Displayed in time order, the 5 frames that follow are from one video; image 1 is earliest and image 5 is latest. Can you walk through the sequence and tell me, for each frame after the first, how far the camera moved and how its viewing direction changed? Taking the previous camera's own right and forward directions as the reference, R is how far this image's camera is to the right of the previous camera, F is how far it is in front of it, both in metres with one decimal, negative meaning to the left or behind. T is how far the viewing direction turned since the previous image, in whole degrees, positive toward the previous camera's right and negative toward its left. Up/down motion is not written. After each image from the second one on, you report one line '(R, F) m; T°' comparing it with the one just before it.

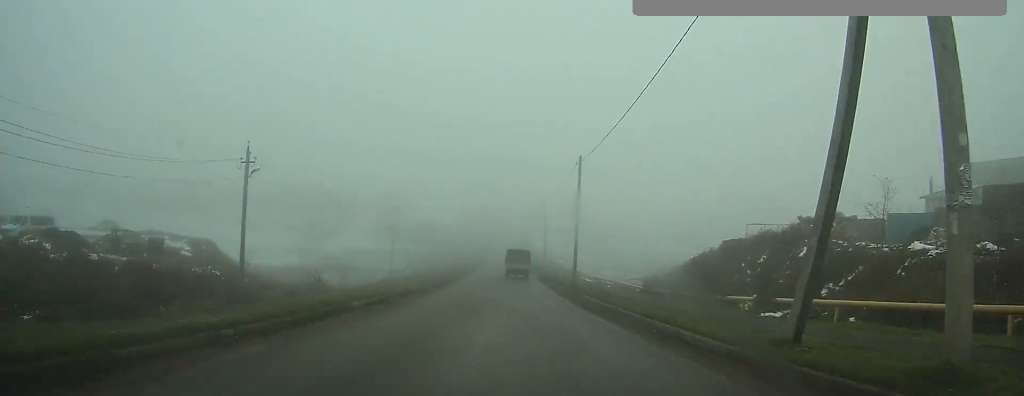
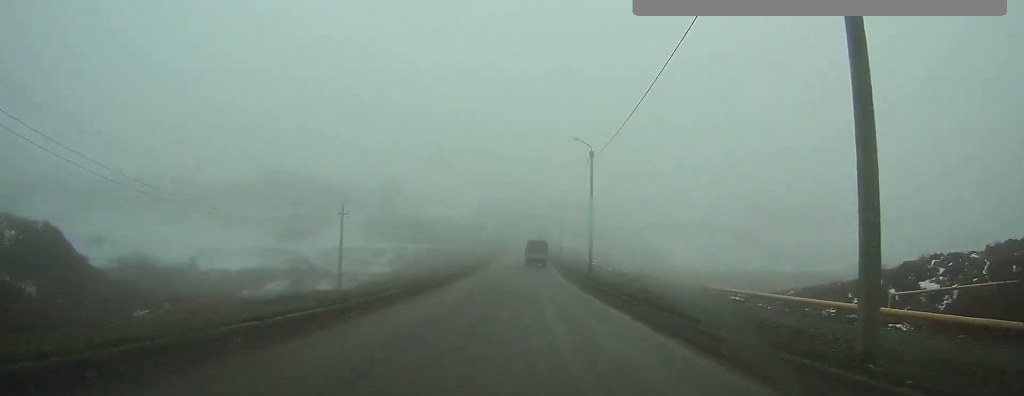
(-2.1, +31.7) m; -4°
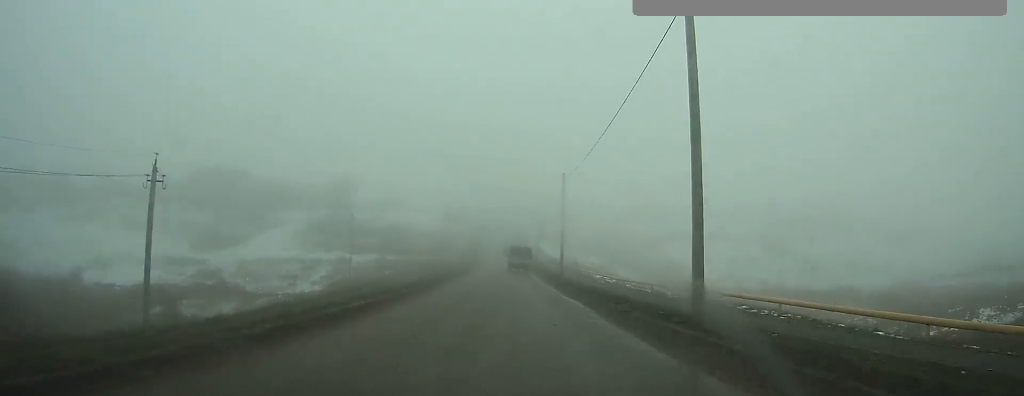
(+0.1, +24.9) m; 0°
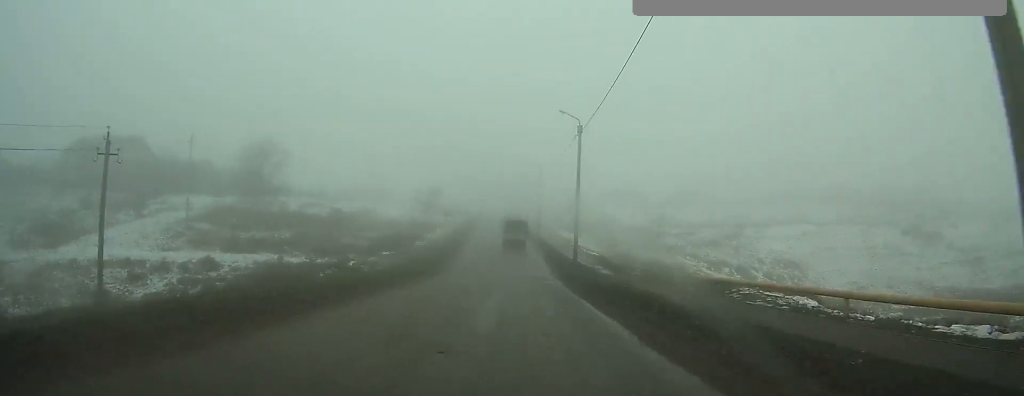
(-0.1, +36.1) m; -1°
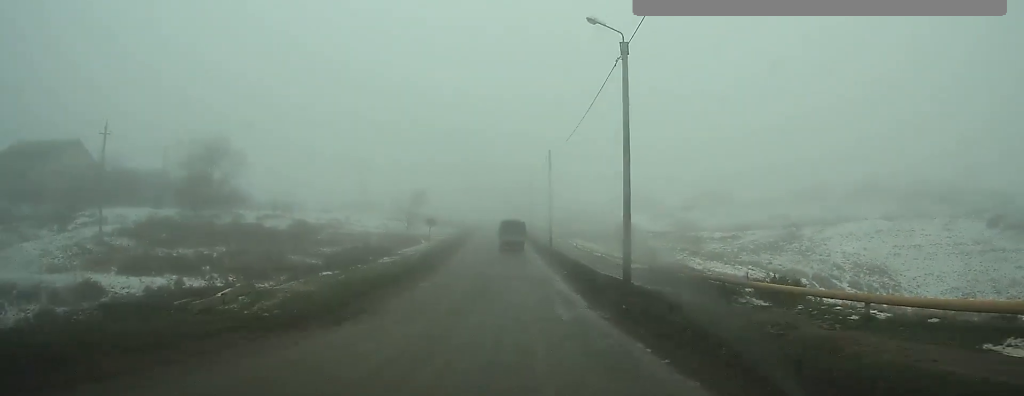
(-0.1, +15.4) m; 0°
